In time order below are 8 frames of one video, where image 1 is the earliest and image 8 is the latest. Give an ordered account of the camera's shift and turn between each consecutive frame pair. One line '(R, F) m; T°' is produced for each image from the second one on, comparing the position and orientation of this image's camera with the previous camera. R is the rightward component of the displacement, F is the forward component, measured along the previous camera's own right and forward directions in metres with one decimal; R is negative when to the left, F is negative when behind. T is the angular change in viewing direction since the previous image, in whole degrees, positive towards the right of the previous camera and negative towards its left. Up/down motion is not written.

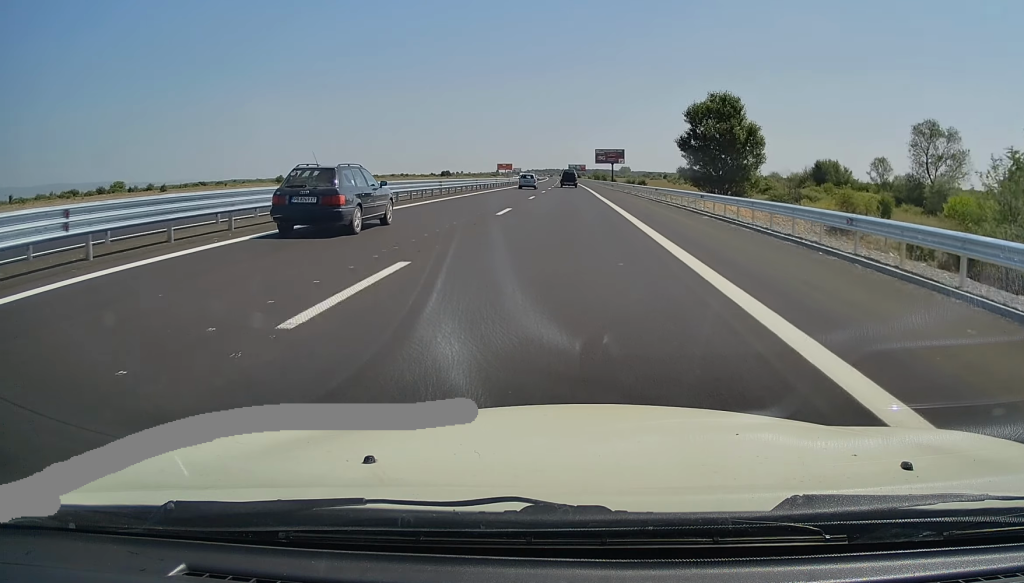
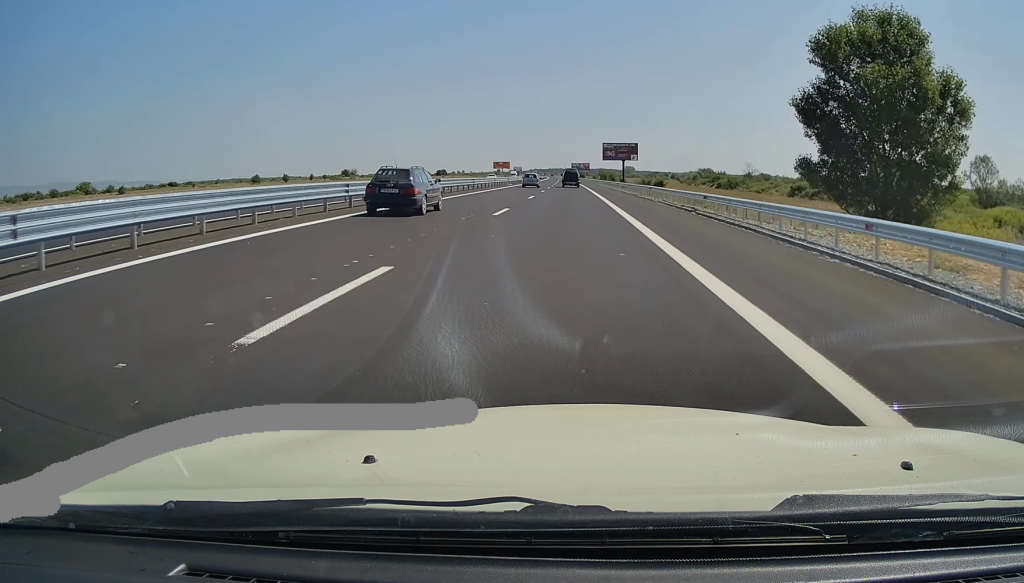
(-0.3, +33.2) m; 0°
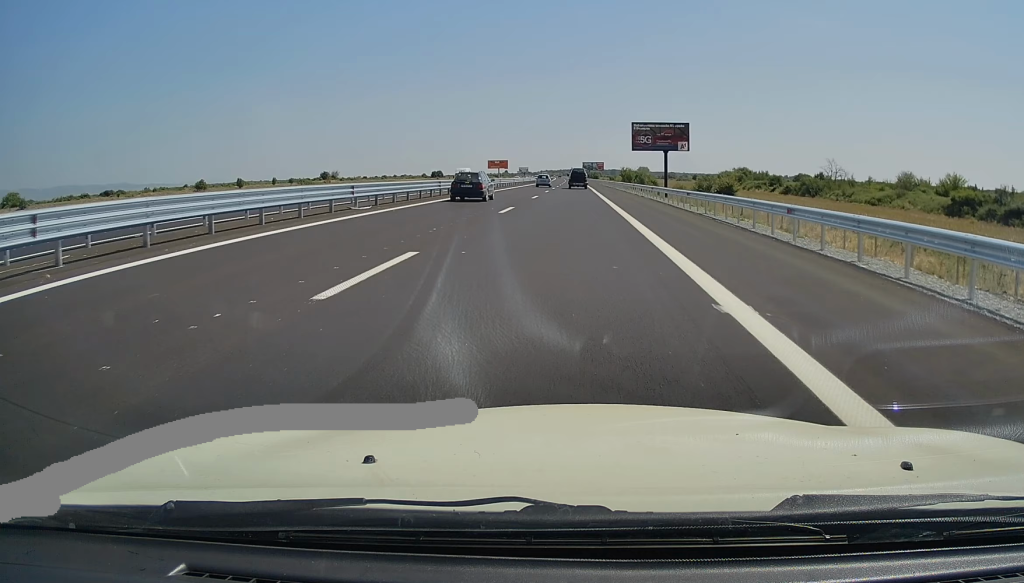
(+0.1, +63.3) m; 0°
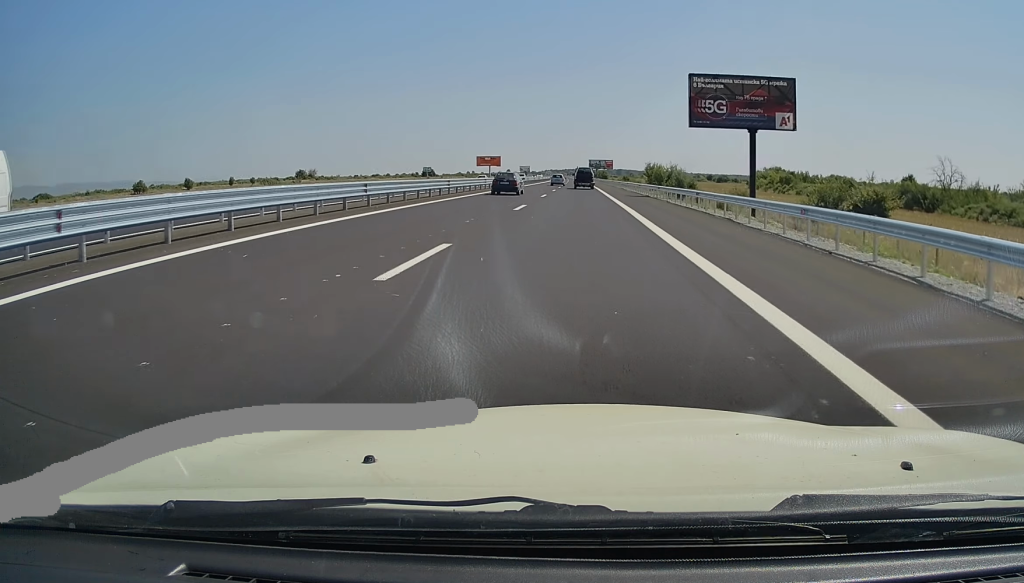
(-0.5, +47.7) m; -2°
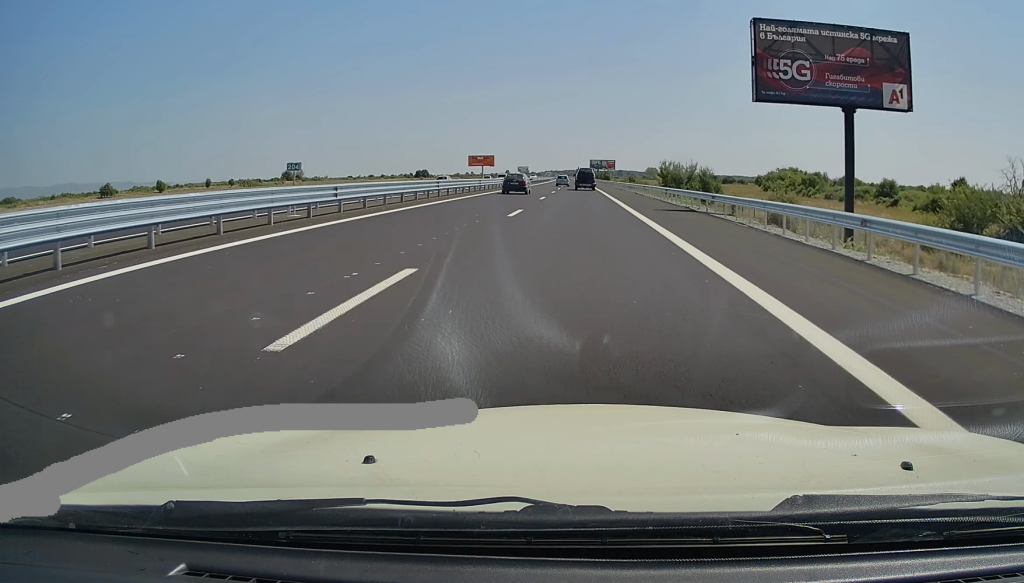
(-0.3, +19.5) m; 0°
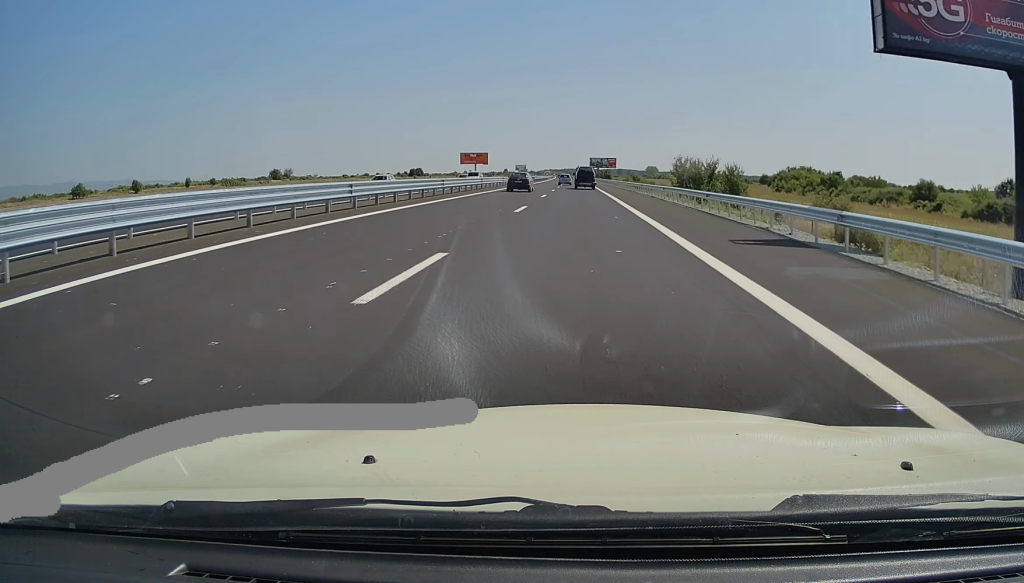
(+0.1, +14.6) m; 0°
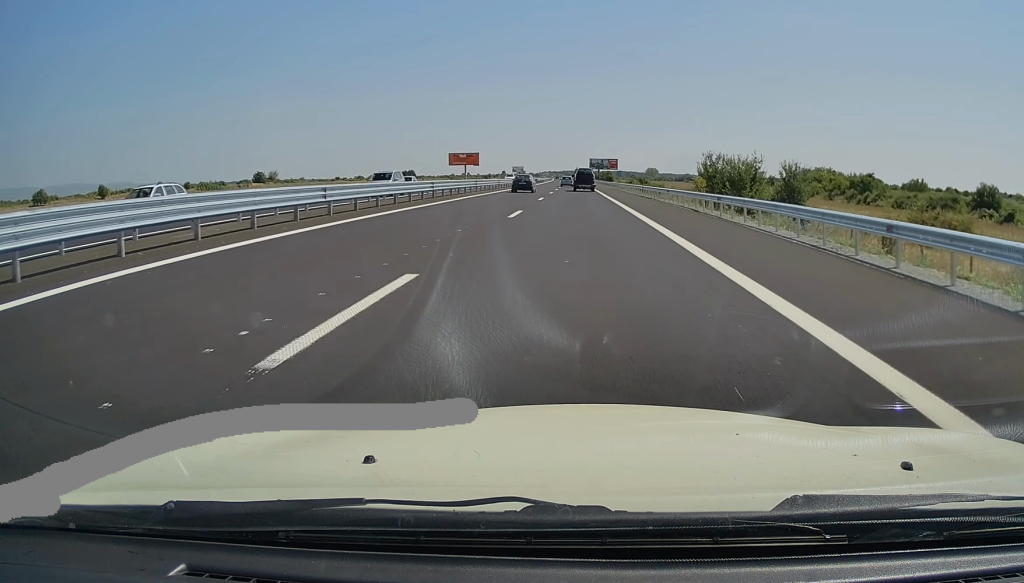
(+0.2, +18.4) m; +1°
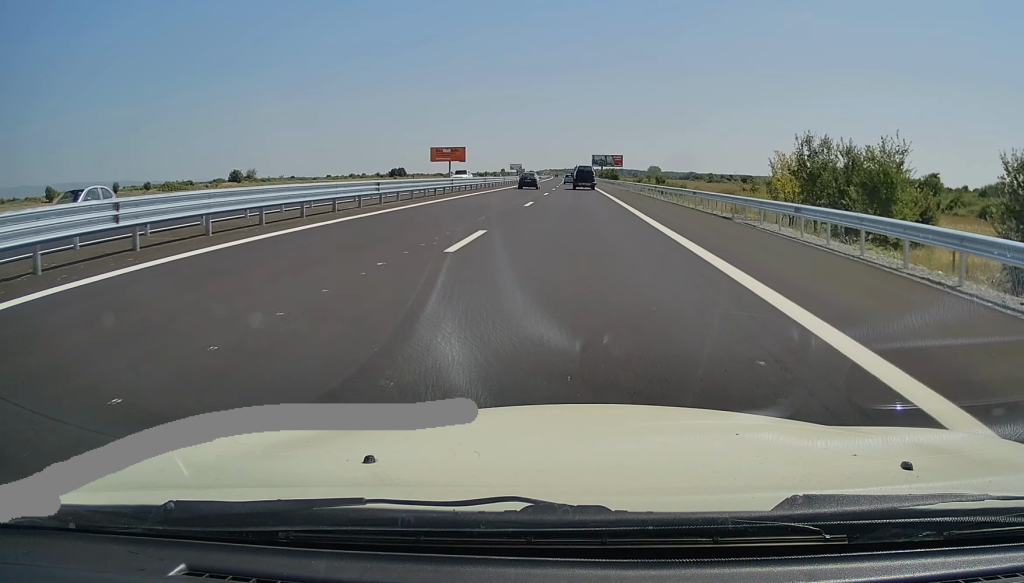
(0.0, +26.1) m; 0°
